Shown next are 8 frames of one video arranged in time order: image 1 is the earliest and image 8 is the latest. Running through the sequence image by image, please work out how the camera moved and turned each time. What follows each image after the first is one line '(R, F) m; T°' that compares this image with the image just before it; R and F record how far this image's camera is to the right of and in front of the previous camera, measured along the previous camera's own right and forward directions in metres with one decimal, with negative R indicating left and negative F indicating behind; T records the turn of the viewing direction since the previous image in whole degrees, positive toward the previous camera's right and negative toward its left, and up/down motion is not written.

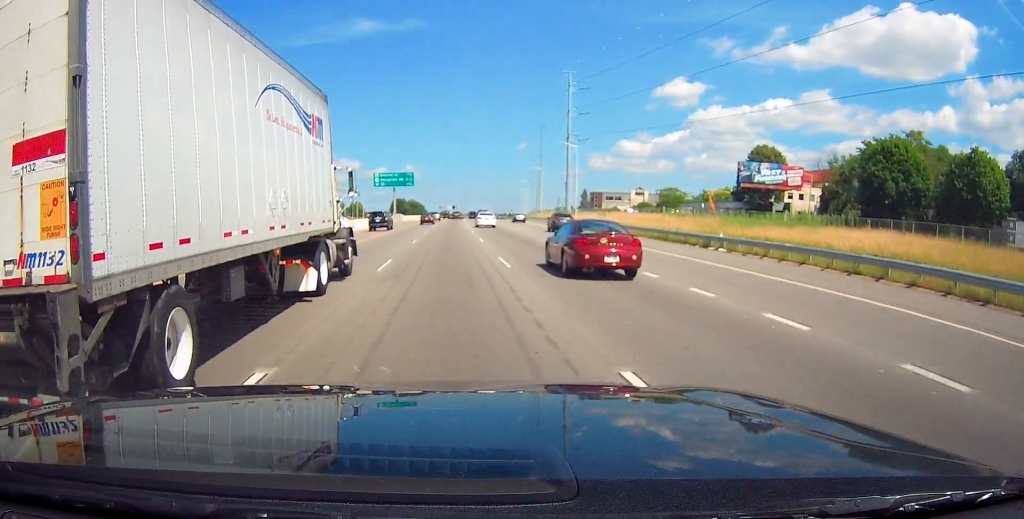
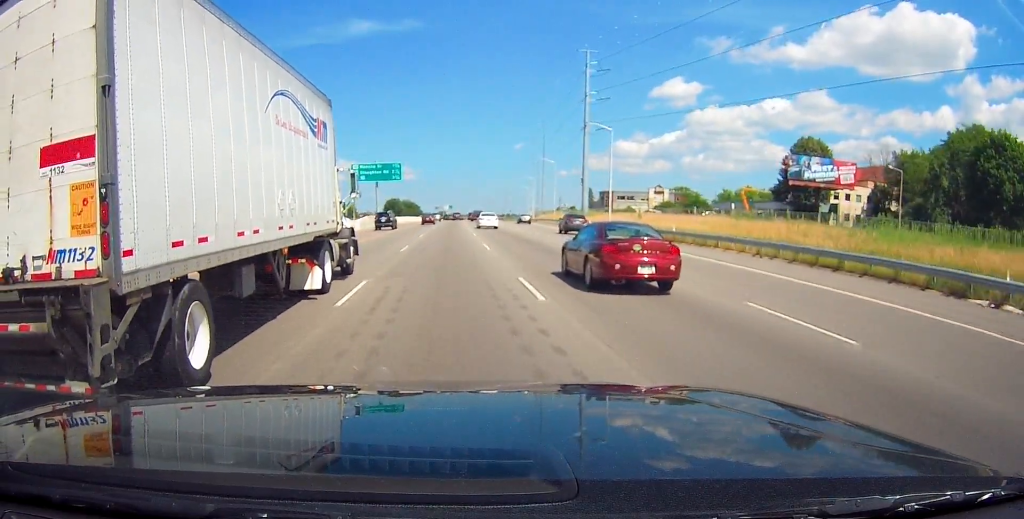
(-0.4, +21.3) m; 0°
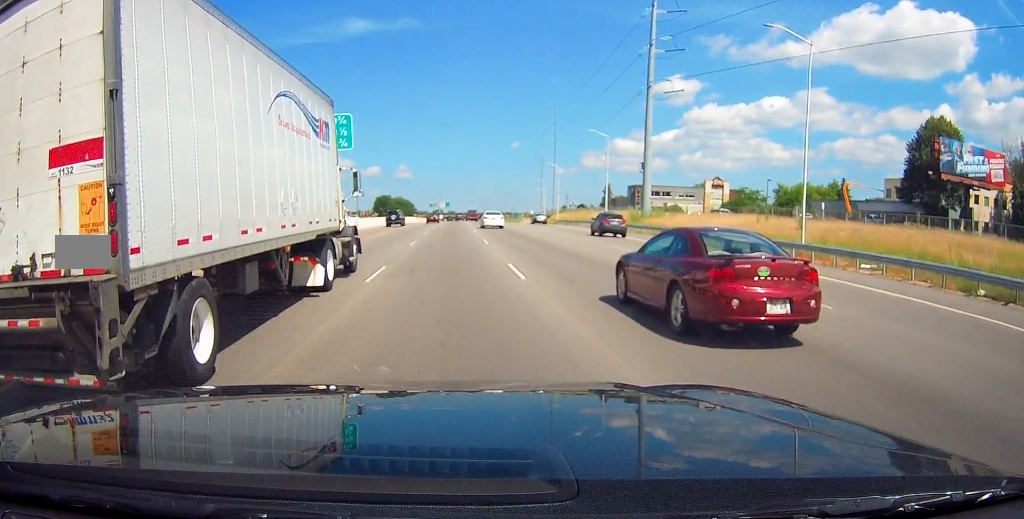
(+0.9, +41.7) m; +1°
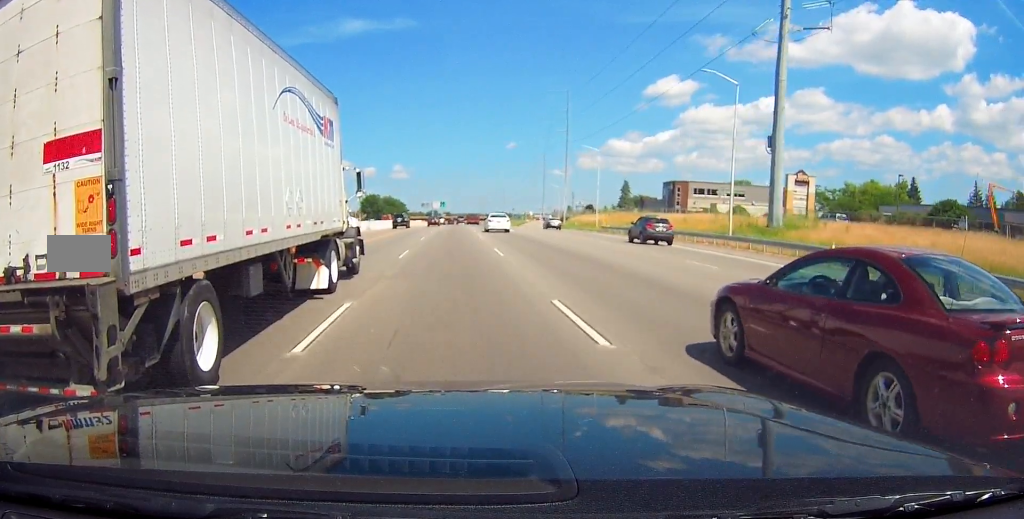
(0.0, +37.1) m; +1°
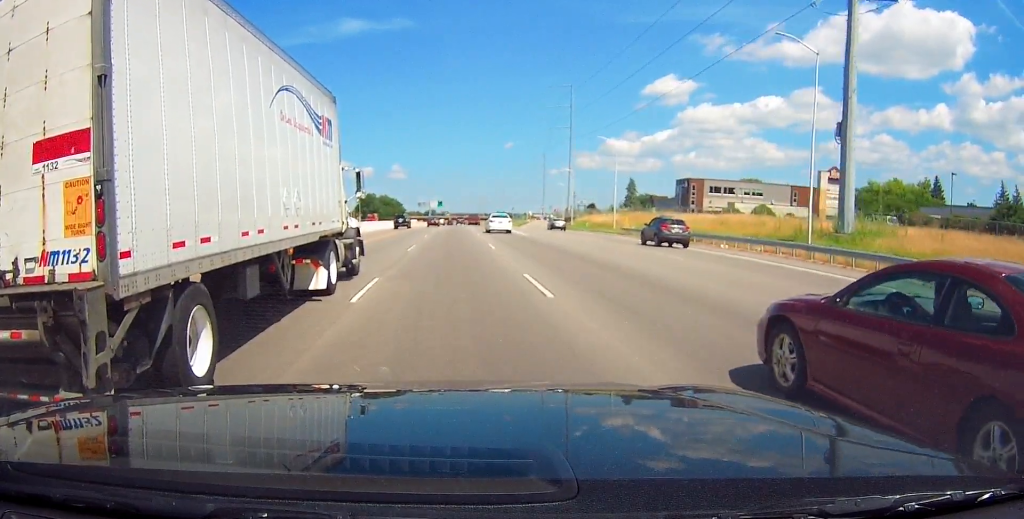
(+0.2, +10.7) m; 0°
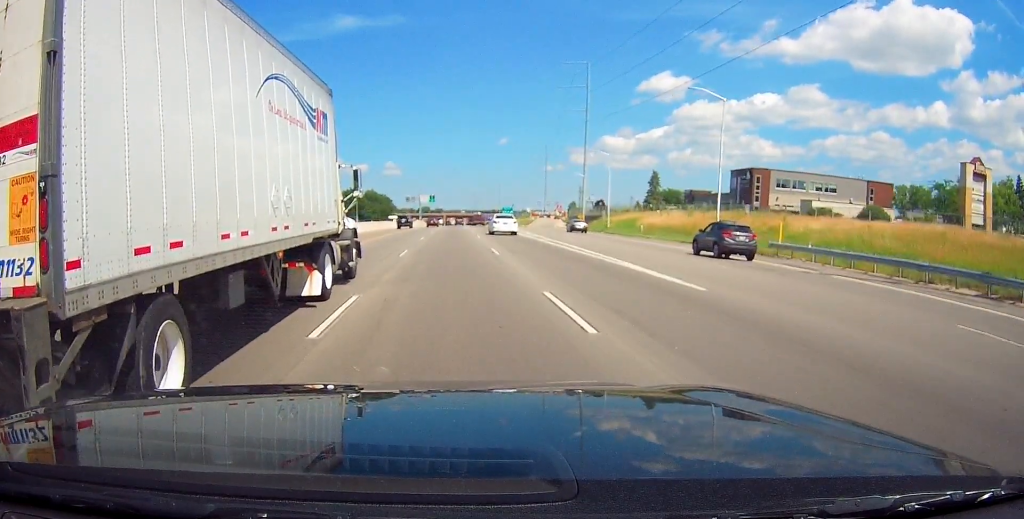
(0.0, +33.3) m; 0°
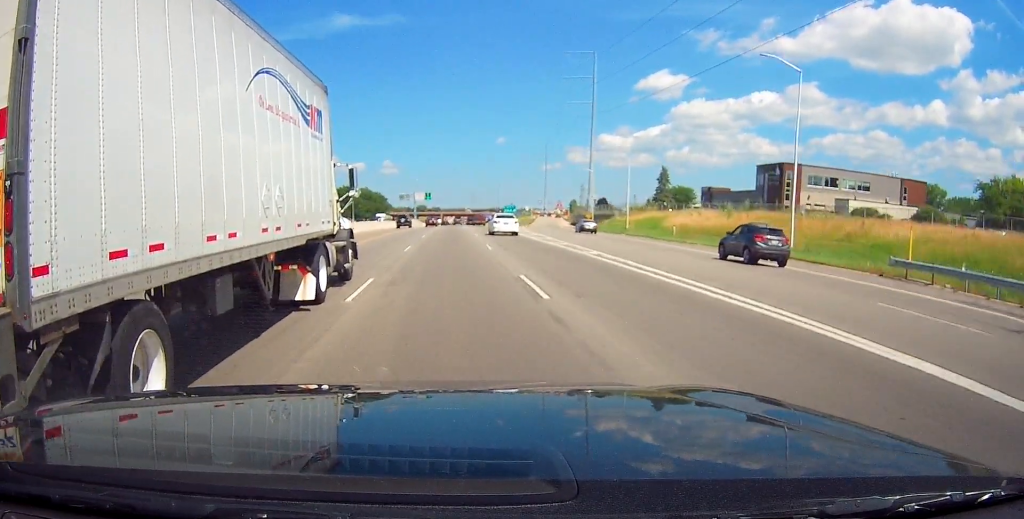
(-0.2, +11.8) m; 0°
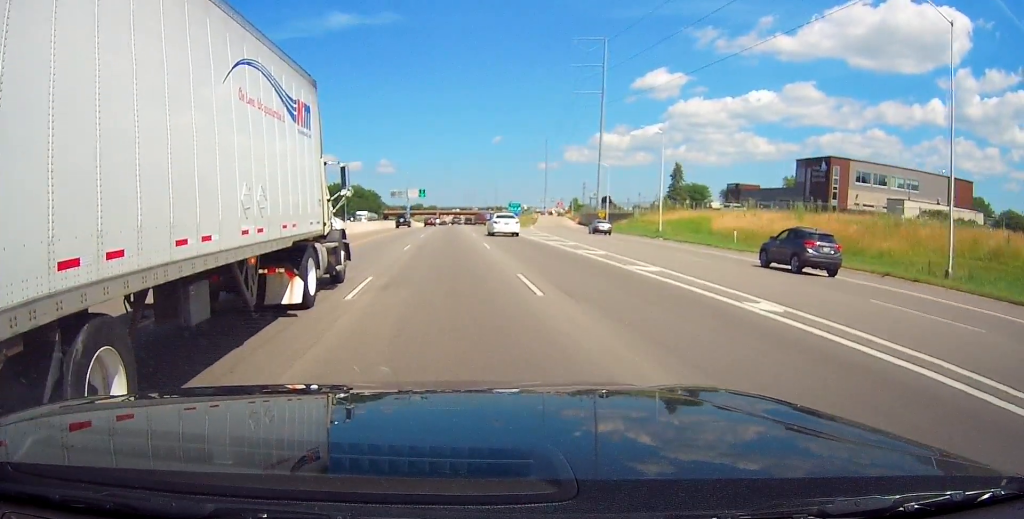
(+0.3, +14.7) m; 0°
